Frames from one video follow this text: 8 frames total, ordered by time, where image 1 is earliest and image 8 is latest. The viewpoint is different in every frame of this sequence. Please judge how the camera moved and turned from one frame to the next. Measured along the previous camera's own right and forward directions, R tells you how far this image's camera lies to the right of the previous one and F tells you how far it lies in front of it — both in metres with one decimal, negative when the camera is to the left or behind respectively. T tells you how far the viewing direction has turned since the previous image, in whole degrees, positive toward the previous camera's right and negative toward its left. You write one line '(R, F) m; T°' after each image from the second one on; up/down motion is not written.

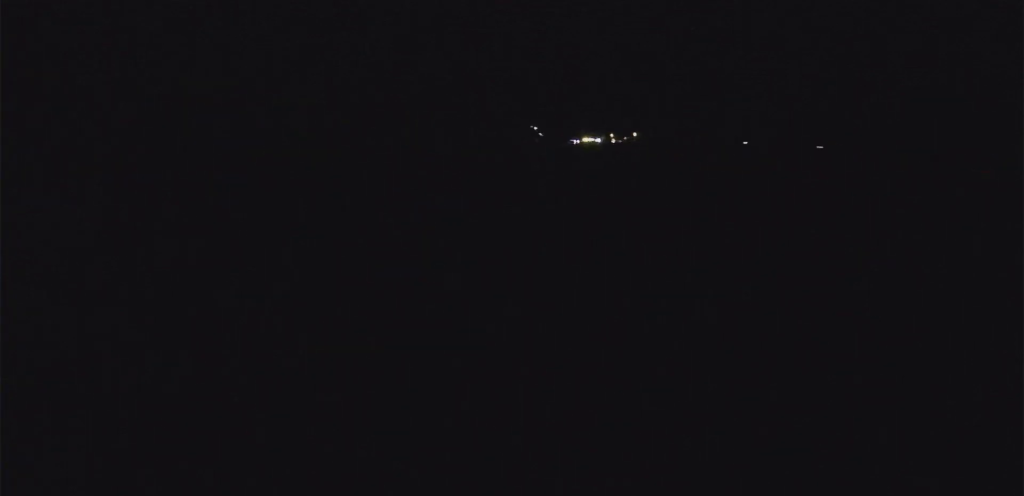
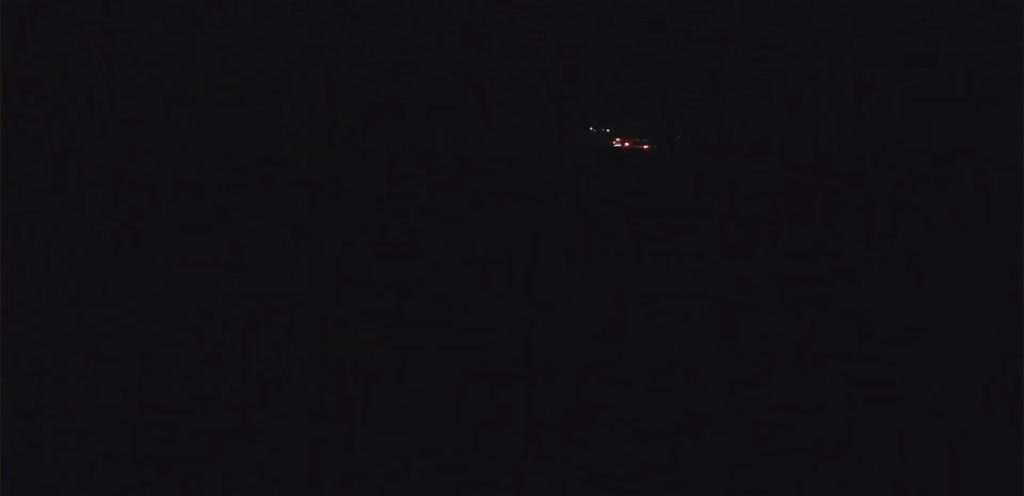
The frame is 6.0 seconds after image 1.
(-11.0, +126.8) m; -9°
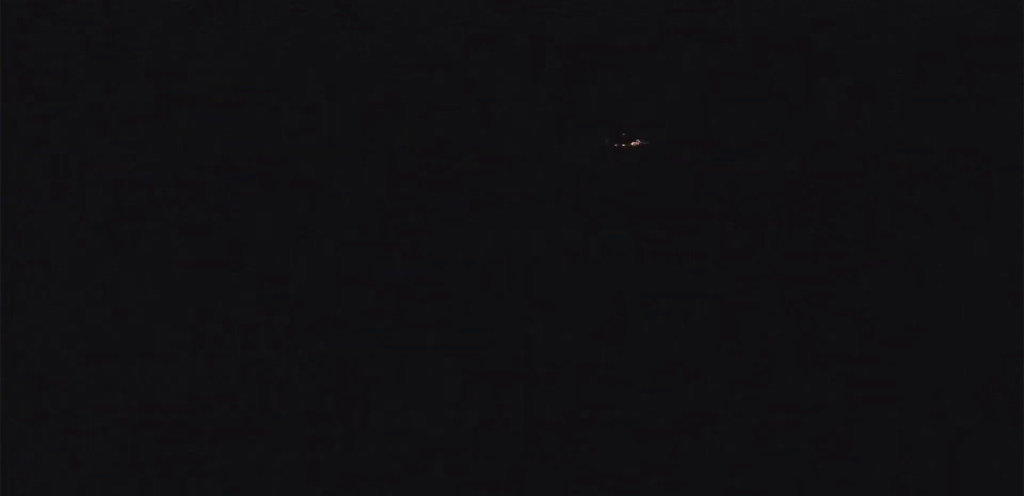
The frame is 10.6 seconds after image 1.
(-6.4, +120.0) m; -5°
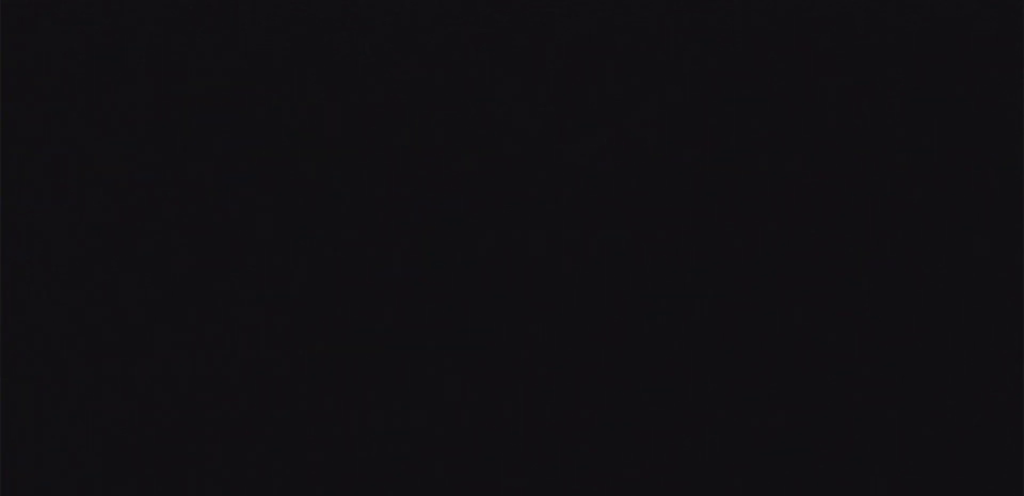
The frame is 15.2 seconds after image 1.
(-5.4, +118.2) m; -3°
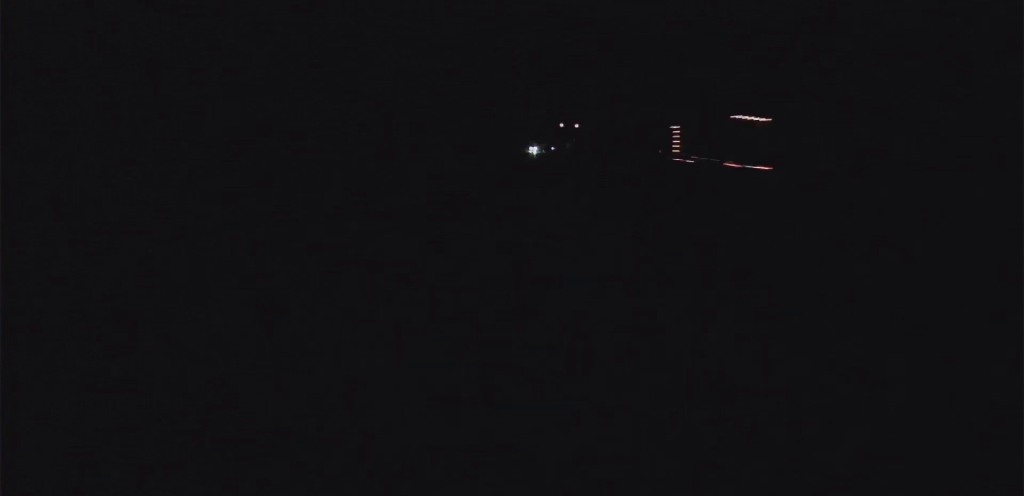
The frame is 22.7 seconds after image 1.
(-6.9, +209.7) m; -2°
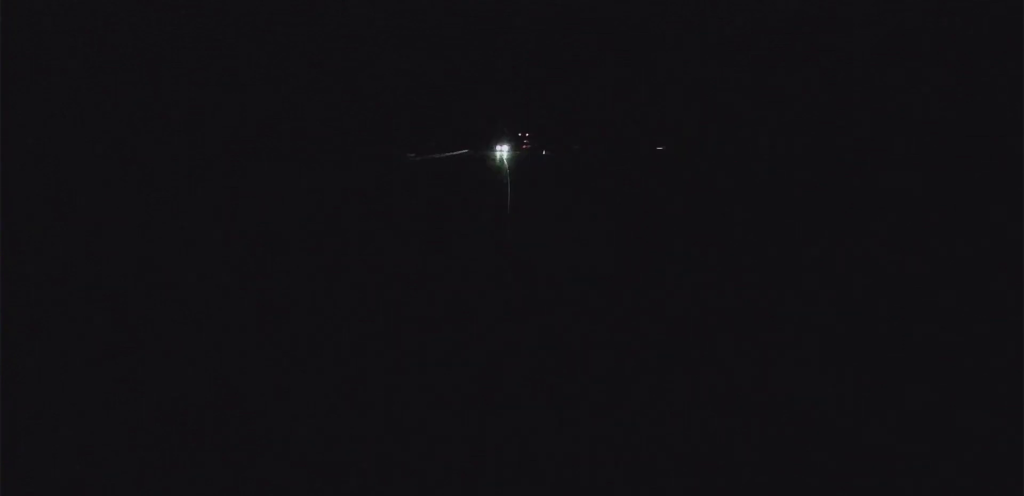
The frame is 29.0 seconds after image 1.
(+1.5, +167.4) m; +3°
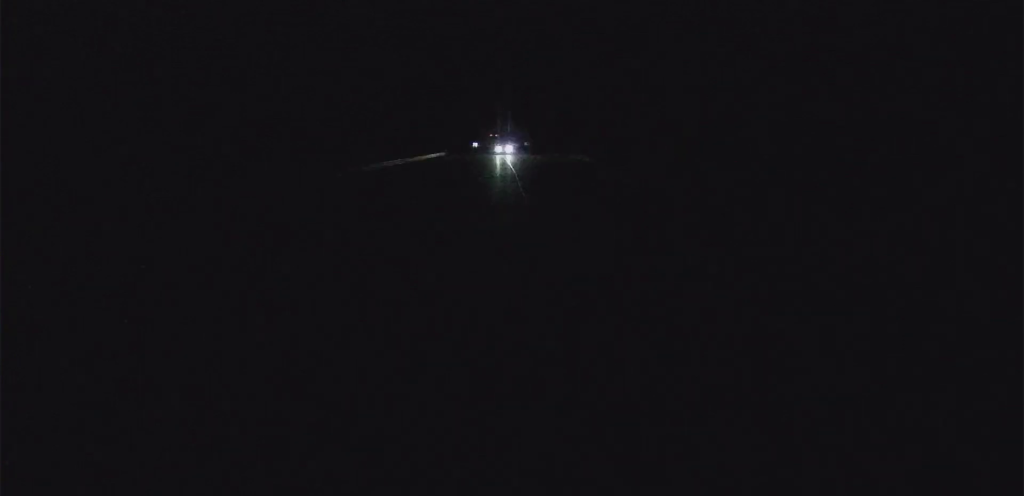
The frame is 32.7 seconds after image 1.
(+2.3, +97.2) m; +4°
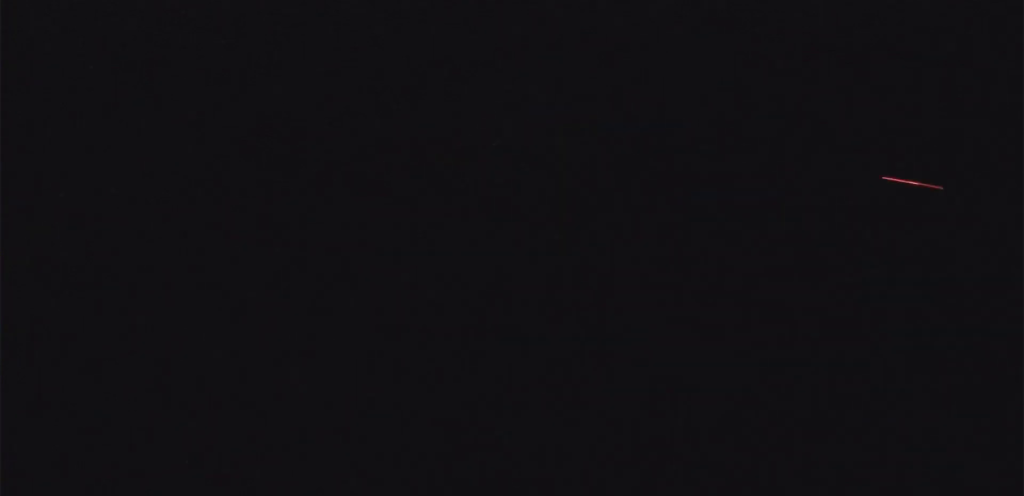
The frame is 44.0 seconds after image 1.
(+37.7, +322.1) m; +14°
